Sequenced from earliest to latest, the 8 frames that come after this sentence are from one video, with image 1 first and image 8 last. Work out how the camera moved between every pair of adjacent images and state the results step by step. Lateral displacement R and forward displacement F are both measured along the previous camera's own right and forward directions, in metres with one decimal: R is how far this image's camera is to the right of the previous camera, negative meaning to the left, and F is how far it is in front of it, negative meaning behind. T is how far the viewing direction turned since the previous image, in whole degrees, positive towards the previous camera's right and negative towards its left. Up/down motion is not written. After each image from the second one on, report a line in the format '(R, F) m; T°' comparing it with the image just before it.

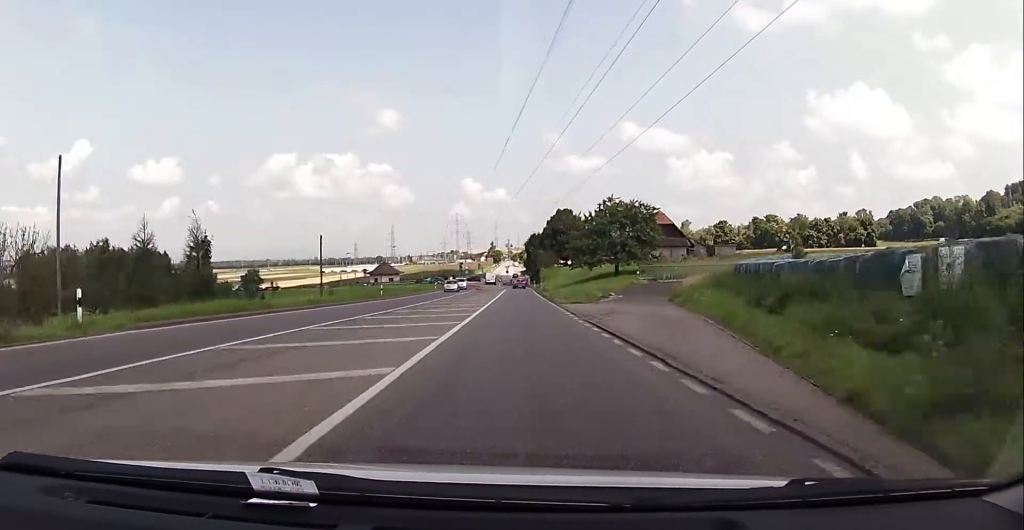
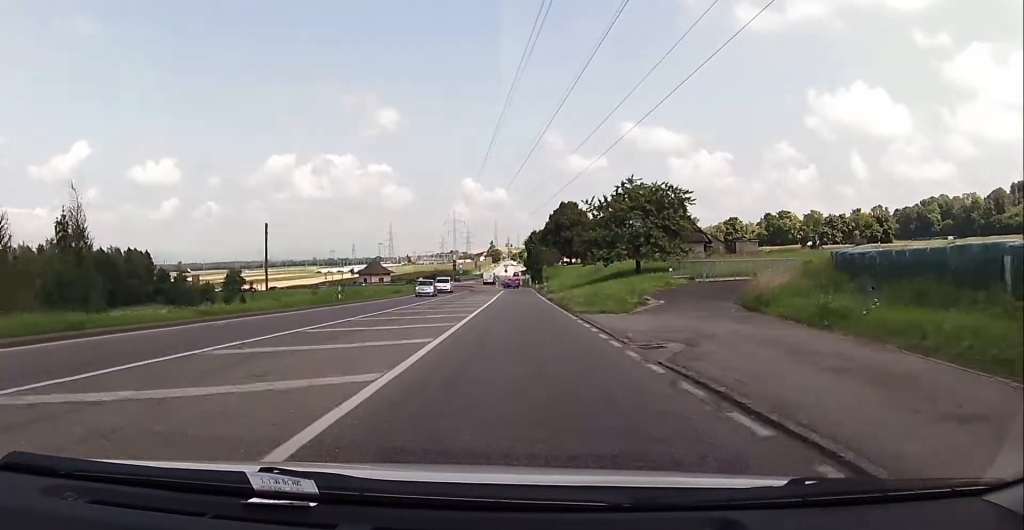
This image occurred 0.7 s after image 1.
(+0.1, +12.3) m; +1°
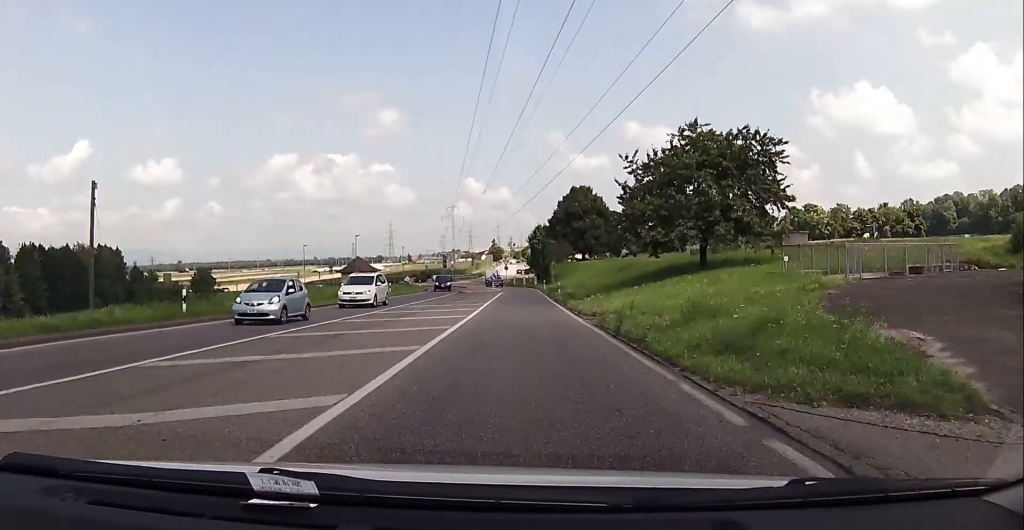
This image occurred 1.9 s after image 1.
(-0.1, +19.4) m; -2°
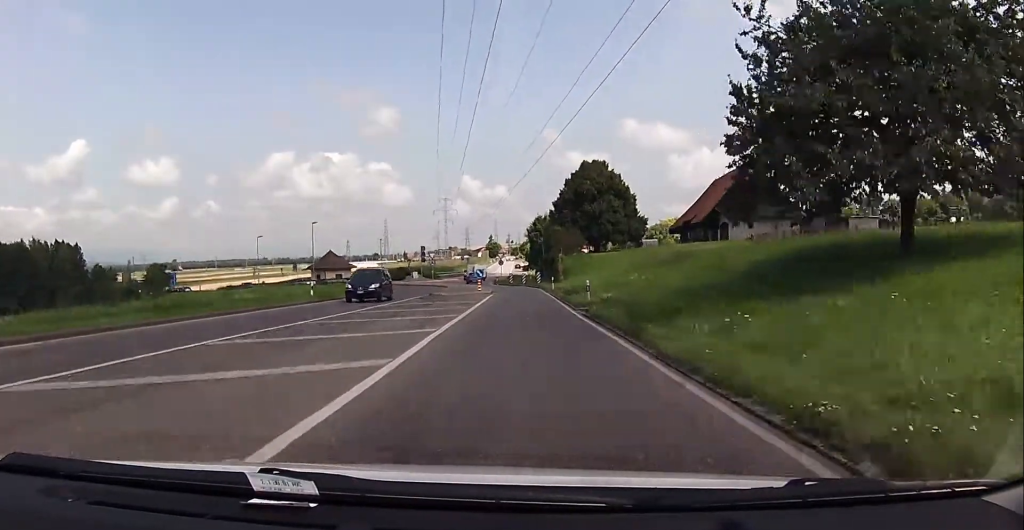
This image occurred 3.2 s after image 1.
(-0.3, +21.0) m; 0°
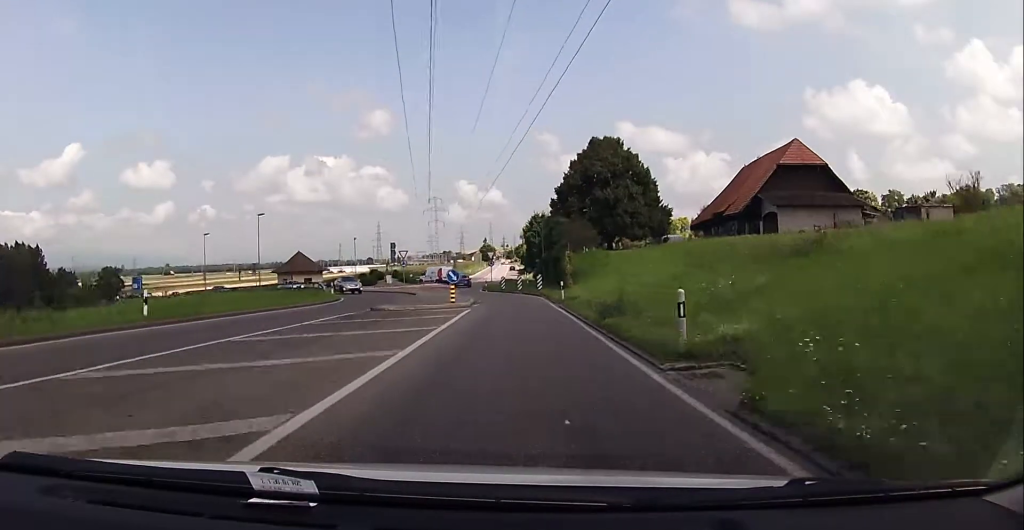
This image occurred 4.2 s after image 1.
(+0.1, +17.1) m; 0°
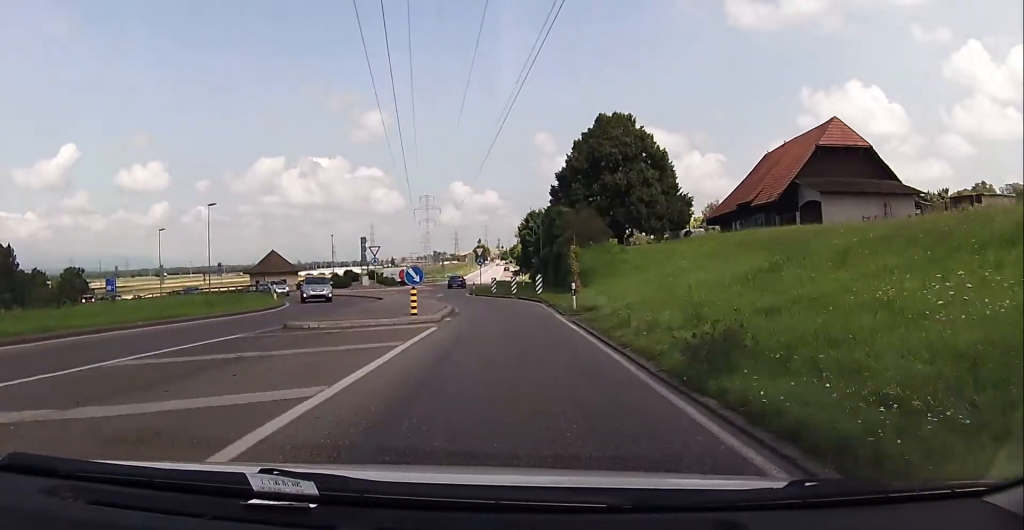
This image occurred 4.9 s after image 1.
(-0.1, +10.6) m; 0°
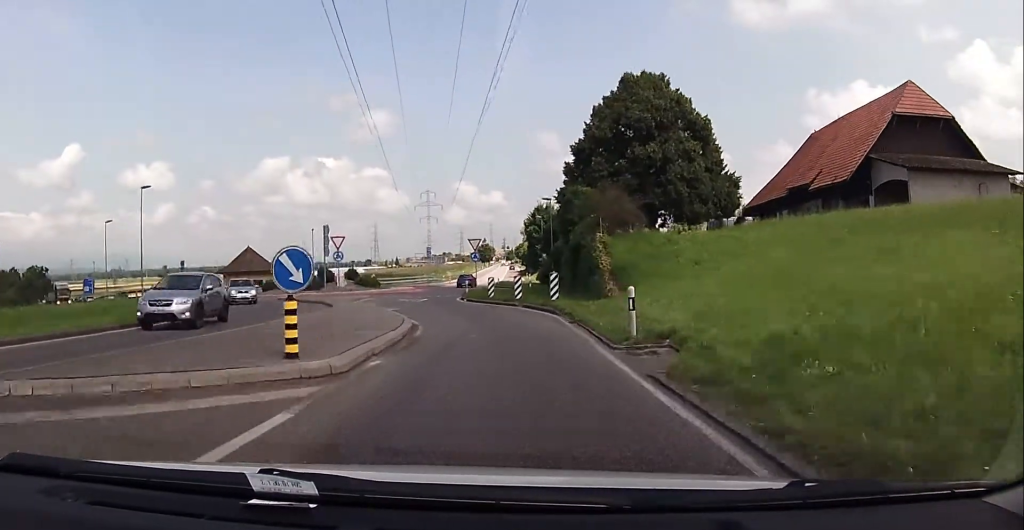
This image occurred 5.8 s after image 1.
(+0.2, +12.4) m; +1°
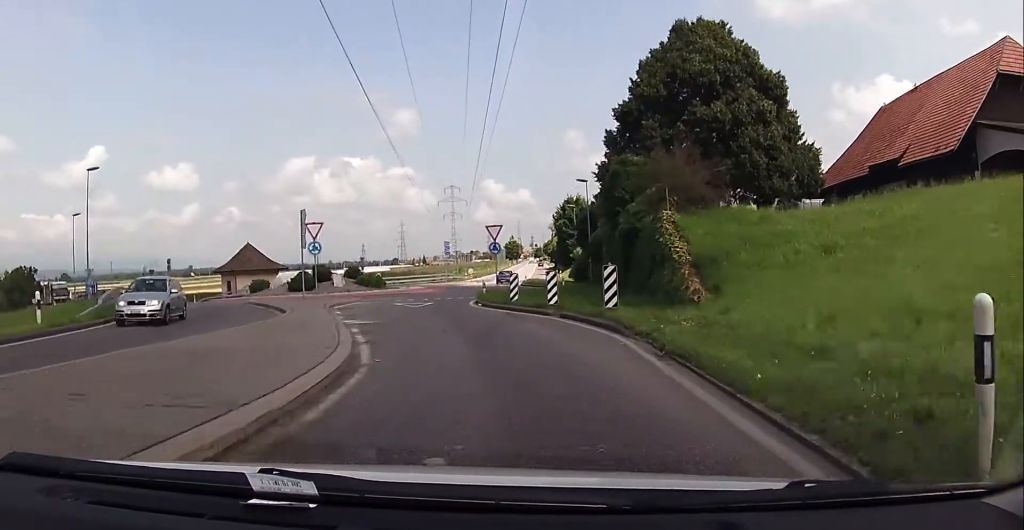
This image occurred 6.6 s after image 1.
(+0.2, +10.3) m; -1°
